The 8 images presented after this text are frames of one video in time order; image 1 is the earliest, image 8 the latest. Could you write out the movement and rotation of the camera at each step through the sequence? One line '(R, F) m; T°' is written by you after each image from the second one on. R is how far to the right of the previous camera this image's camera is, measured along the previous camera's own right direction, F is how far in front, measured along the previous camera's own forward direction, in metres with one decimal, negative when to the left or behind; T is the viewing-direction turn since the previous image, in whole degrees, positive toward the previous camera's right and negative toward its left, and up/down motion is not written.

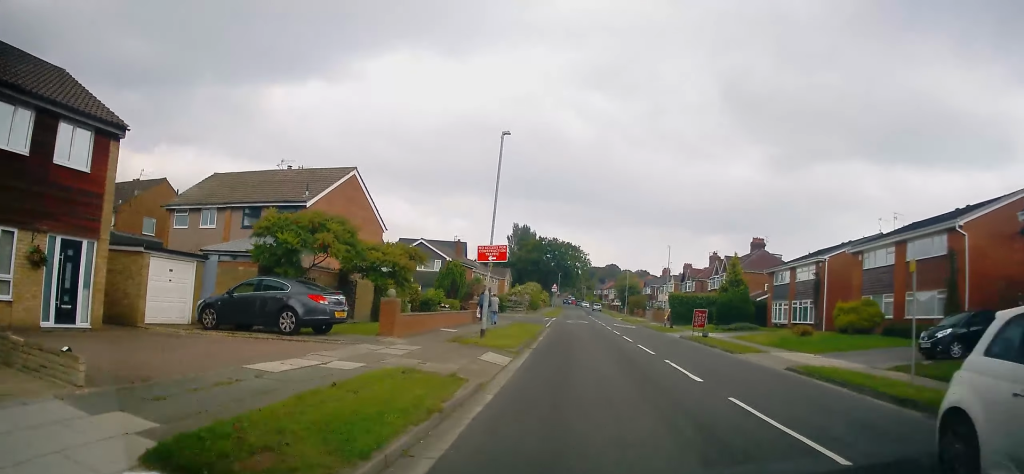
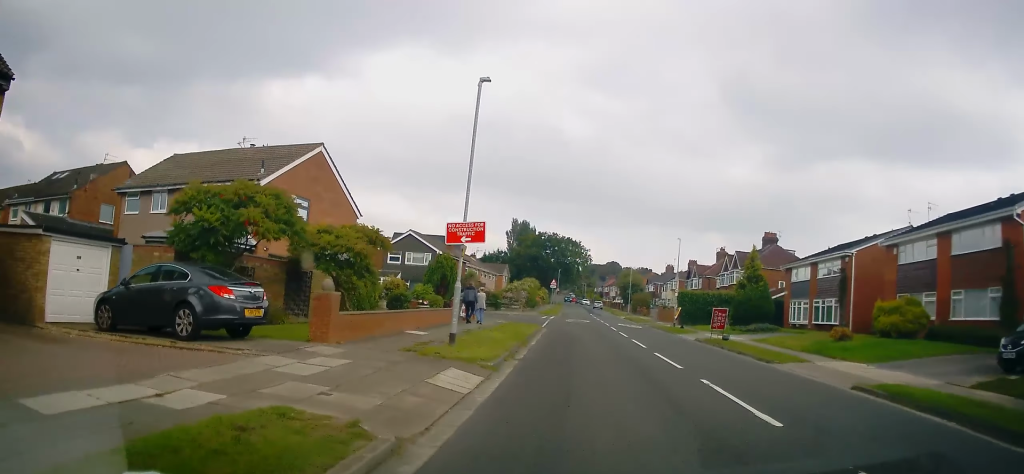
(0.0, +4.3) m; +1°
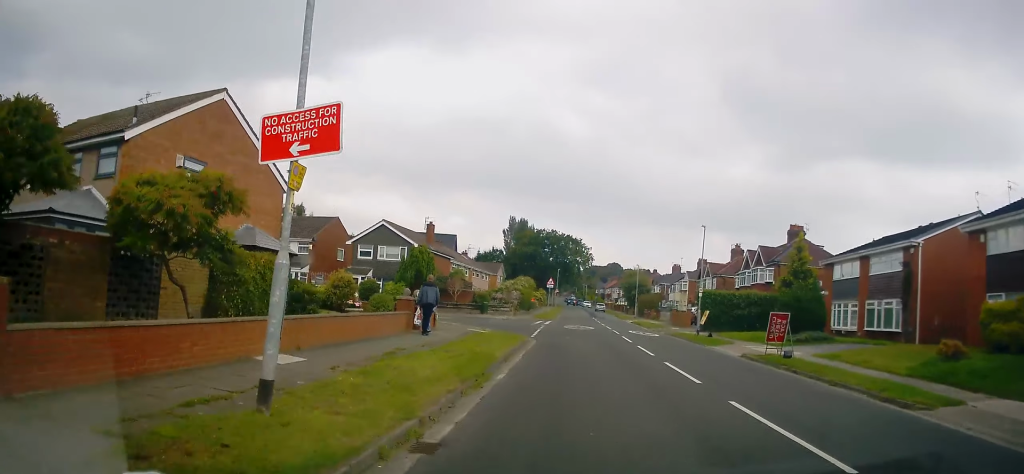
(+0.2, +8.1) m; +3°
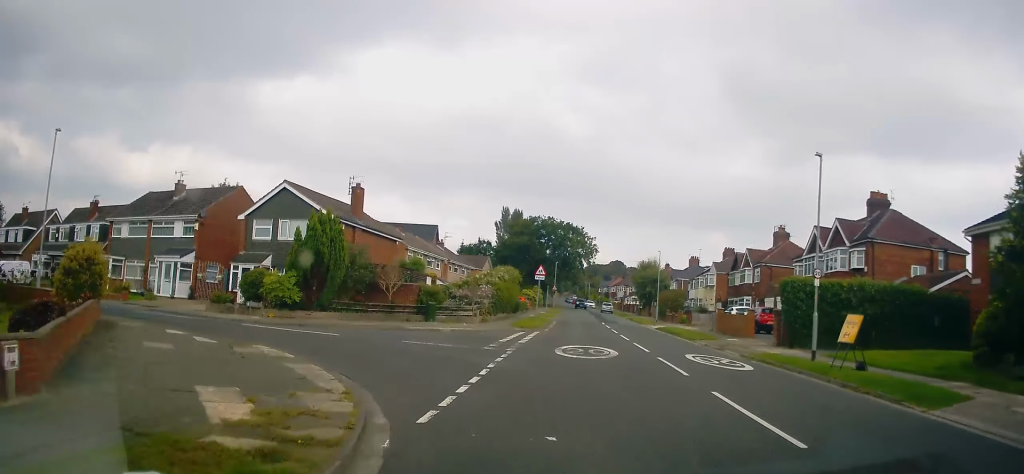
(-0.2, +16.9) m; -3°
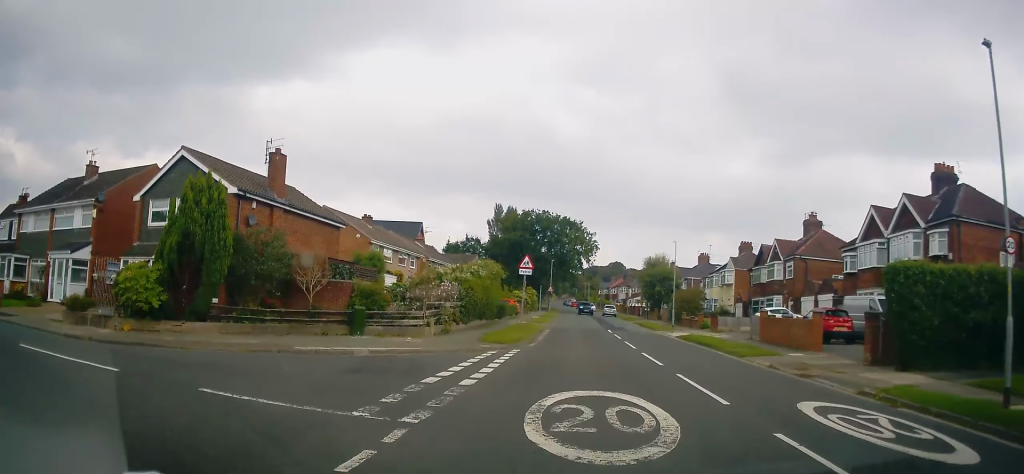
(+0.2, +9.1) m; +1°
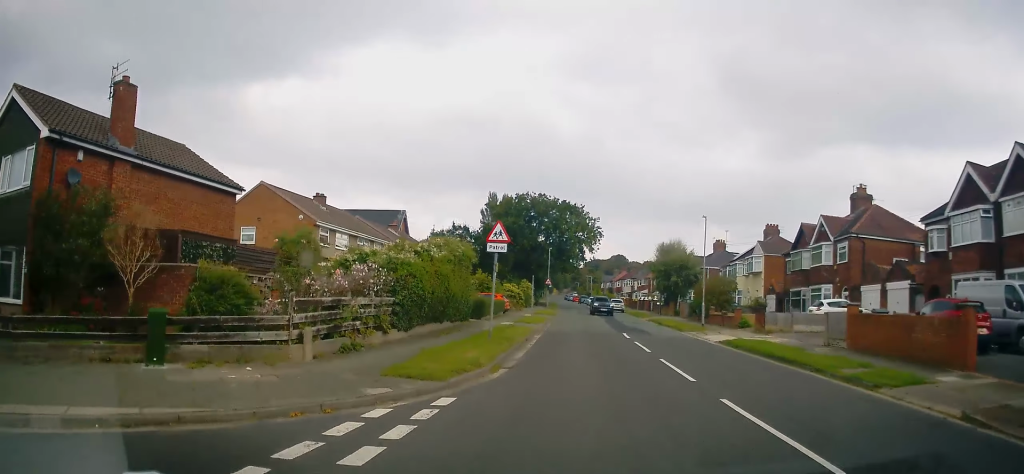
(+0.1, +9.9) m; +1°
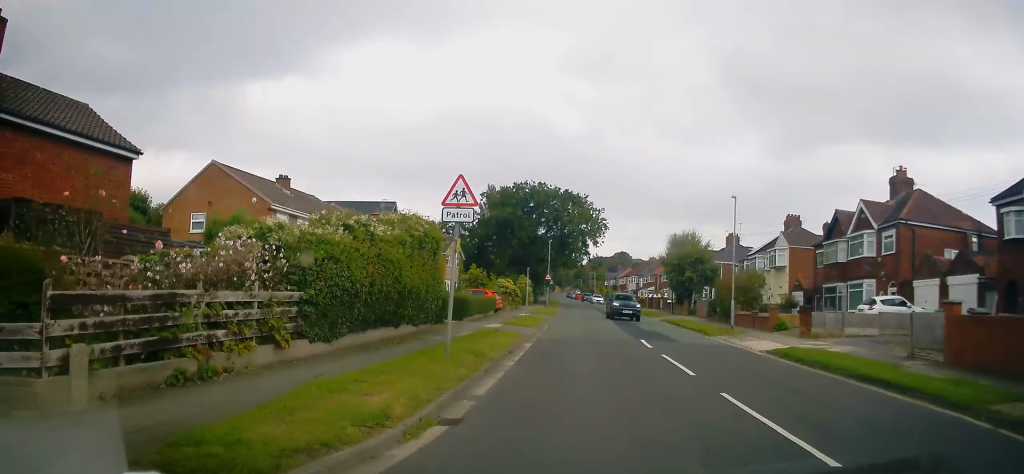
(+0.2, +5.9) m; -1°
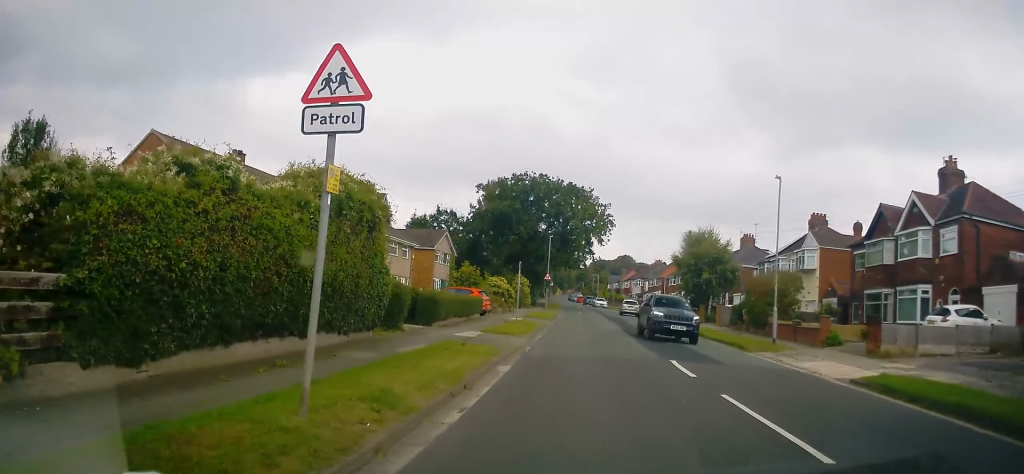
(-0.3, +5.8) m; 0°
